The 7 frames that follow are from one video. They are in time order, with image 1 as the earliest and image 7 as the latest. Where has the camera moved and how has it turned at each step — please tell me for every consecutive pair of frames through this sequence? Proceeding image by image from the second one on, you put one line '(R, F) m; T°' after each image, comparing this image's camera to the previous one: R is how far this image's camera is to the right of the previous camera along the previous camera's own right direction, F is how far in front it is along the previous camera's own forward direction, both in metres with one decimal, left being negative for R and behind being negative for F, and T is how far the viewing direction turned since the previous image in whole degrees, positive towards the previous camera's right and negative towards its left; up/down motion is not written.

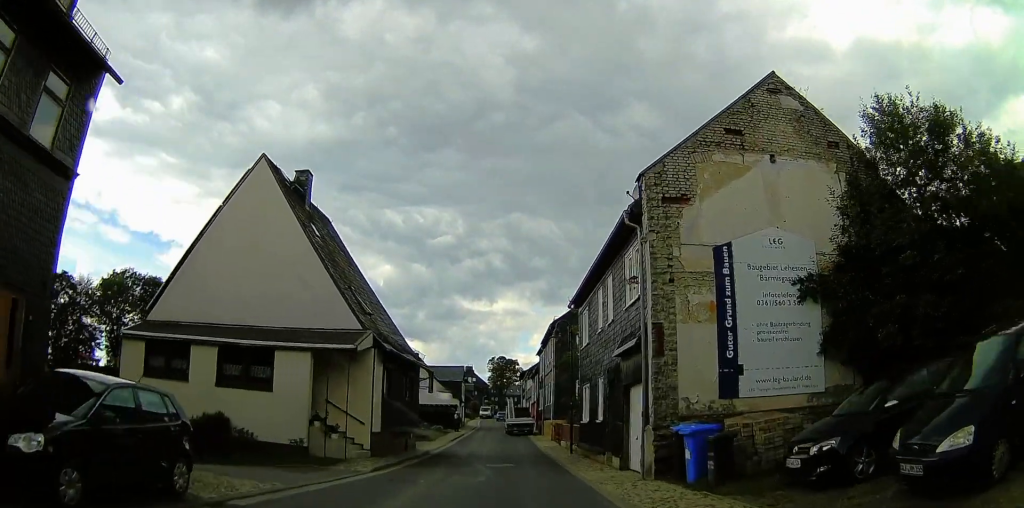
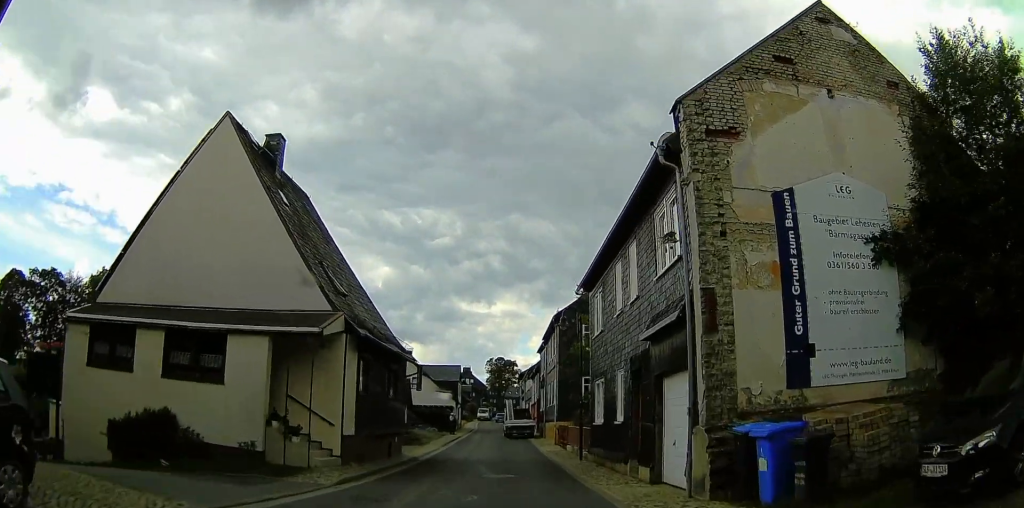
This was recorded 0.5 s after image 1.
(-0.6, +3.4) m; +1°
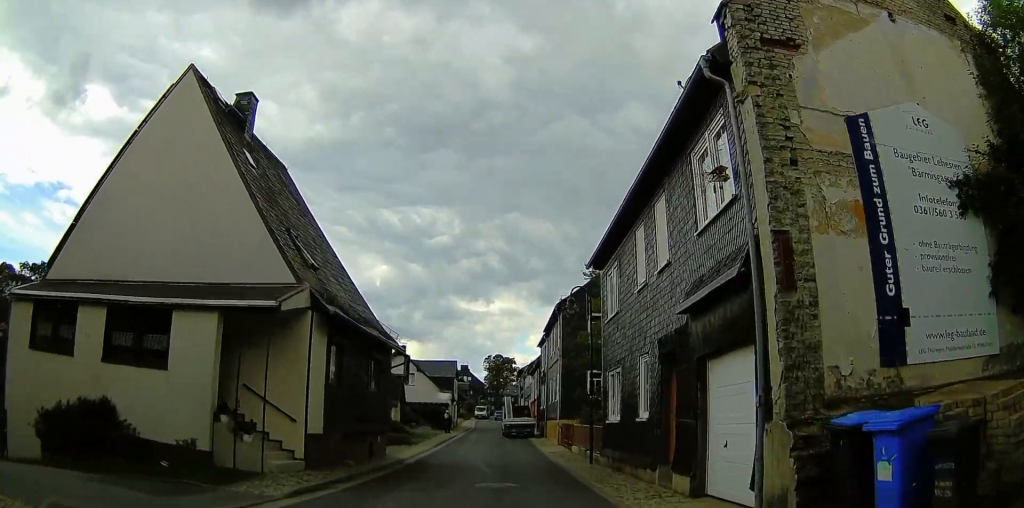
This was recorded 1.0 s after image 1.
(0.0, +2.8) m; +3°
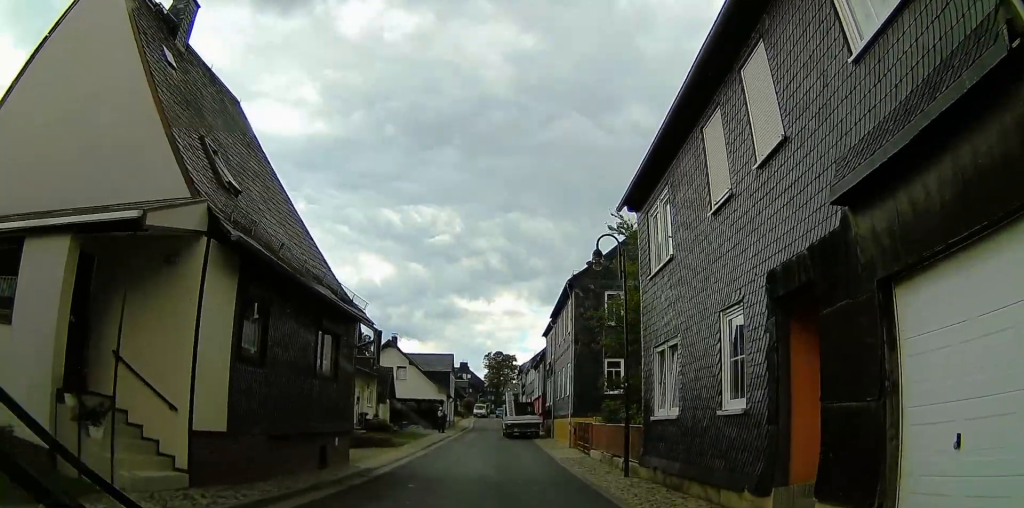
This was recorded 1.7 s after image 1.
(+0.7, +5.1) m; +8°
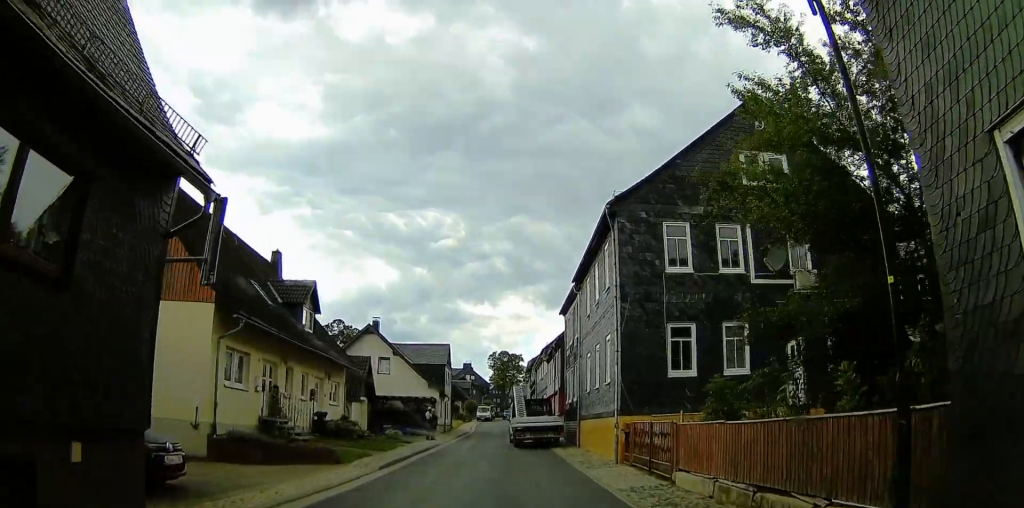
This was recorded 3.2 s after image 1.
(+0.2, +10.0) m; 0°
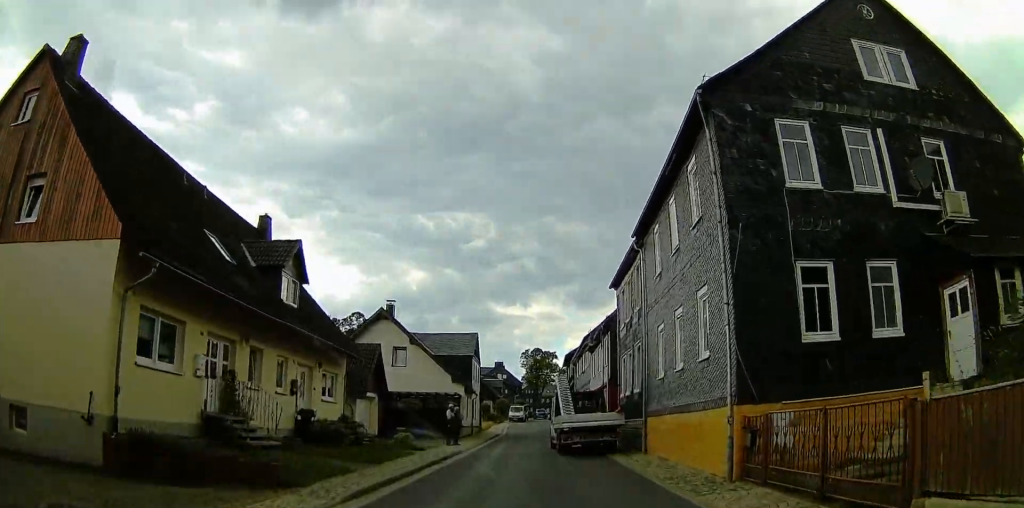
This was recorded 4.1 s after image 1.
(-0.1, +6.3) m; -5°
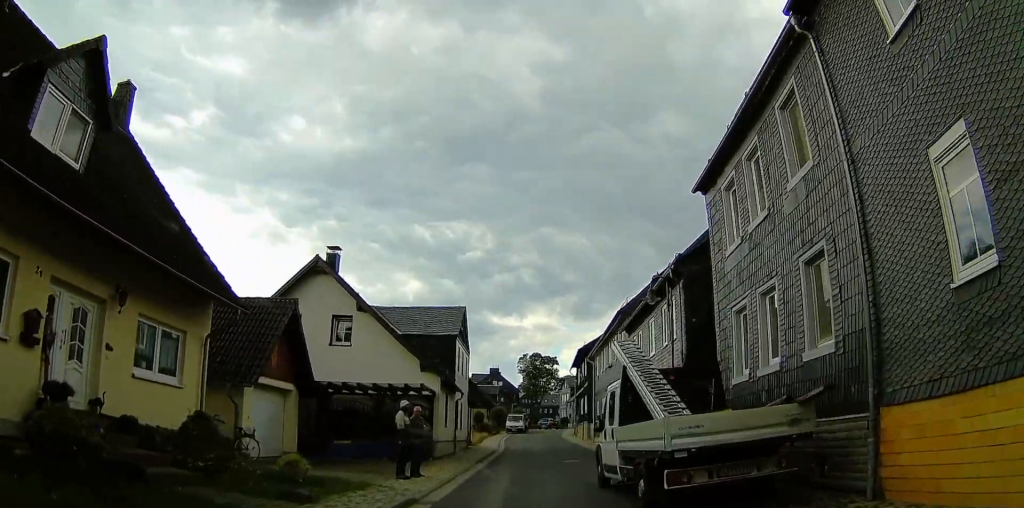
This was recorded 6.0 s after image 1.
(-0.6, +13.2) m; 0°
